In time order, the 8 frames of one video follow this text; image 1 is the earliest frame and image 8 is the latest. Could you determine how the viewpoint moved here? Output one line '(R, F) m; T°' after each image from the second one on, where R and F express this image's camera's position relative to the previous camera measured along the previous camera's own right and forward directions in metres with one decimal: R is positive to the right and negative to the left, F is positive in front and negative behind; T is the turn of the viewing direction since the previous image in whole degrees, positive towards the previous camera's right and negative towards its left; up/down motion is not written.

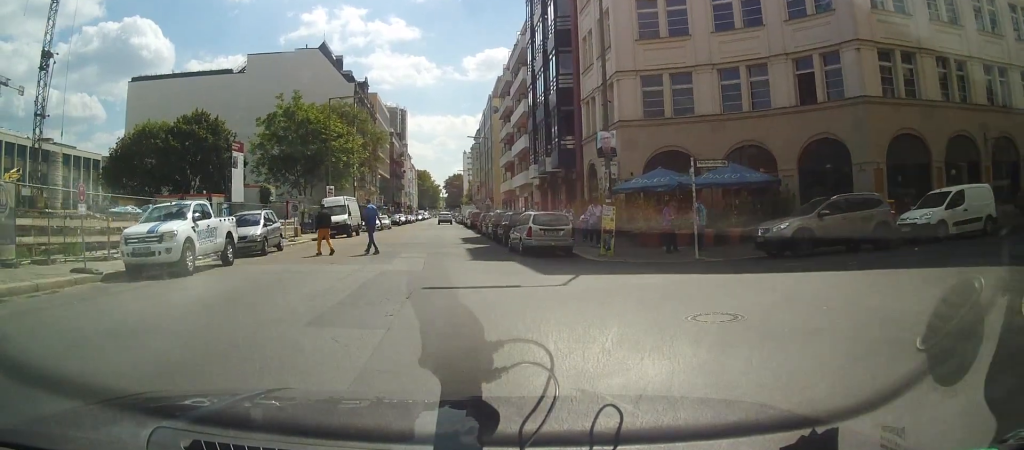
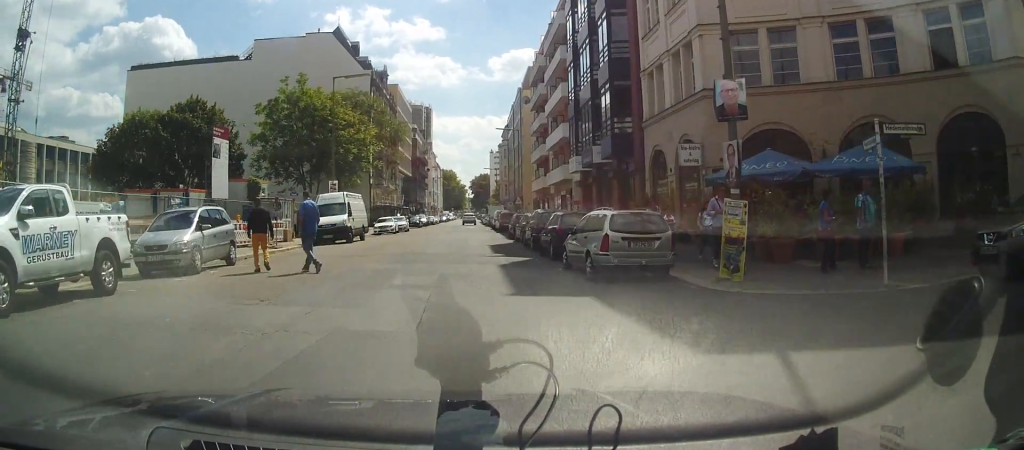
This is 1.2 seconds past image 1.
(-0.1, +7.3) m; -1°
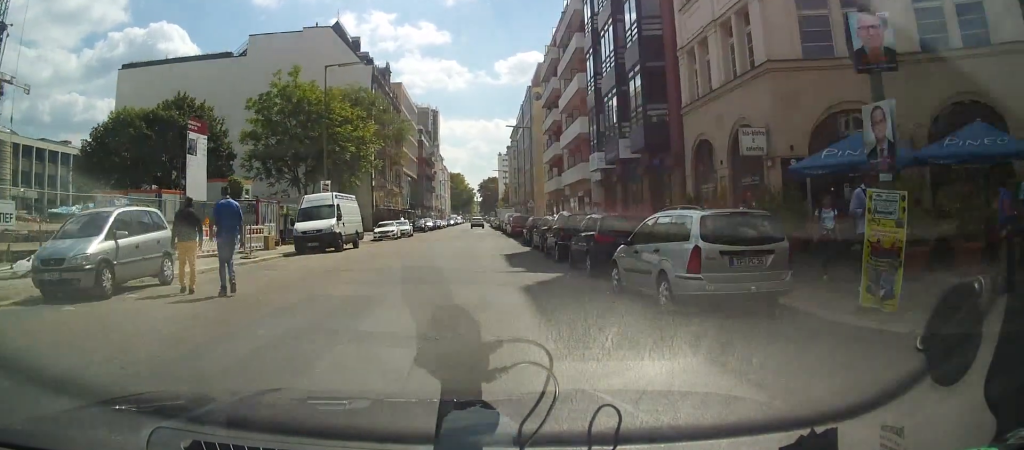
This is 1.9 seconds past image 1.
(0.0, +4.3) m; 0°
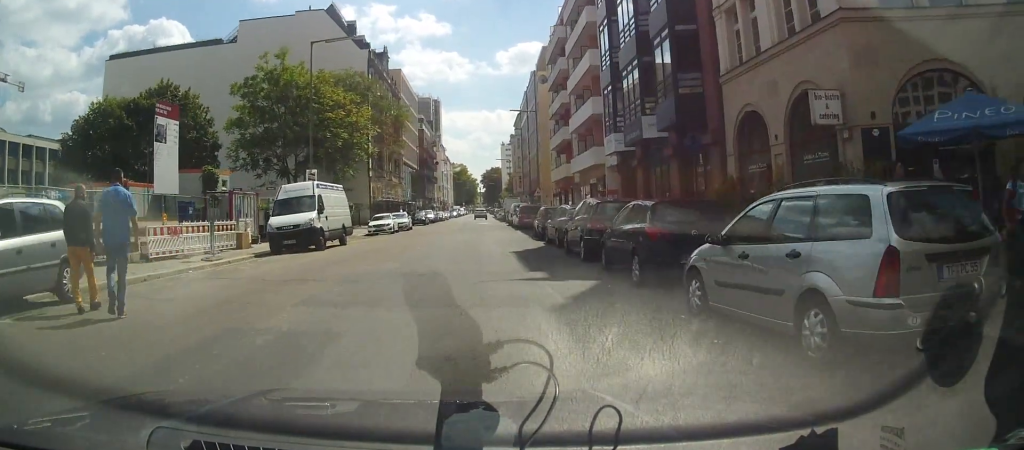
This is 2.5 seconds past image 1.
(0.0, +3.7) m; 0°
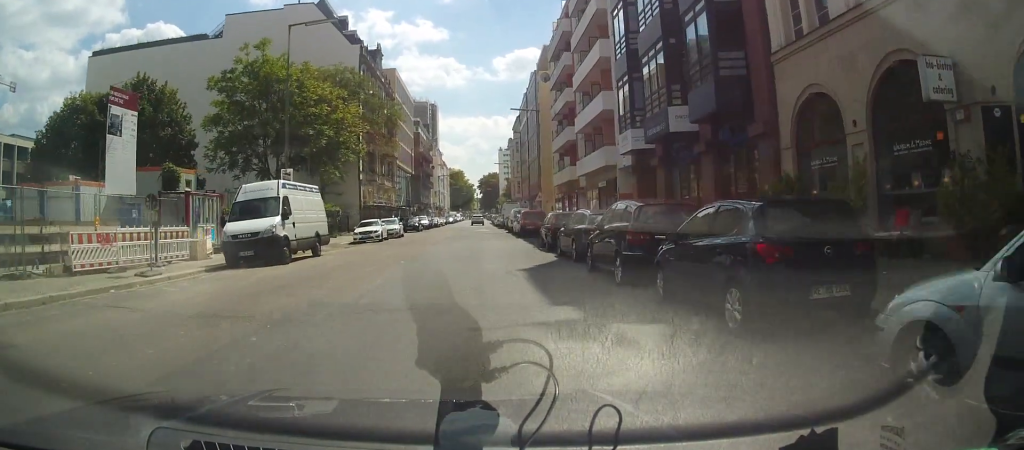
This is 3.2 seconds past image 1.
(0.0, +3.9) m; 0°
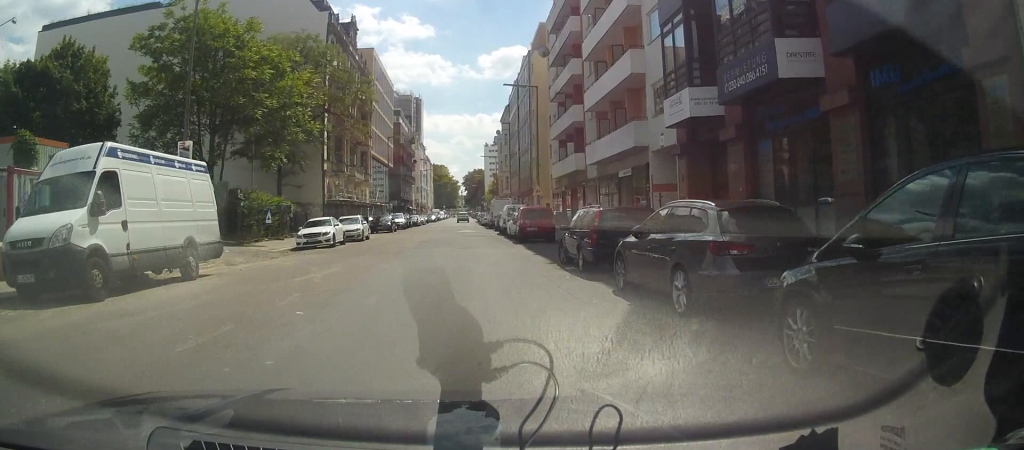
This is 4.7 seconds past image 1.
(0.0, +9.1) m; +1°
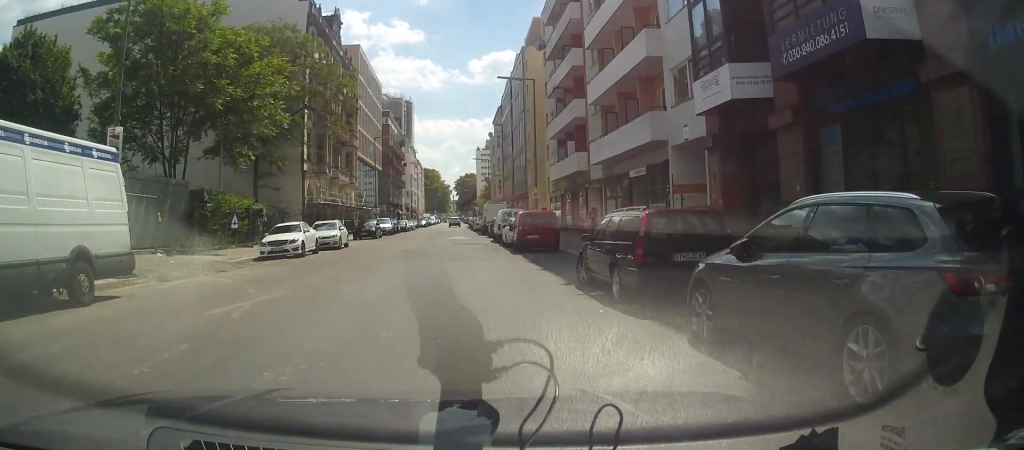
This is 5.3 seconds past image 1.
(0.0, +3.7) m; +2°
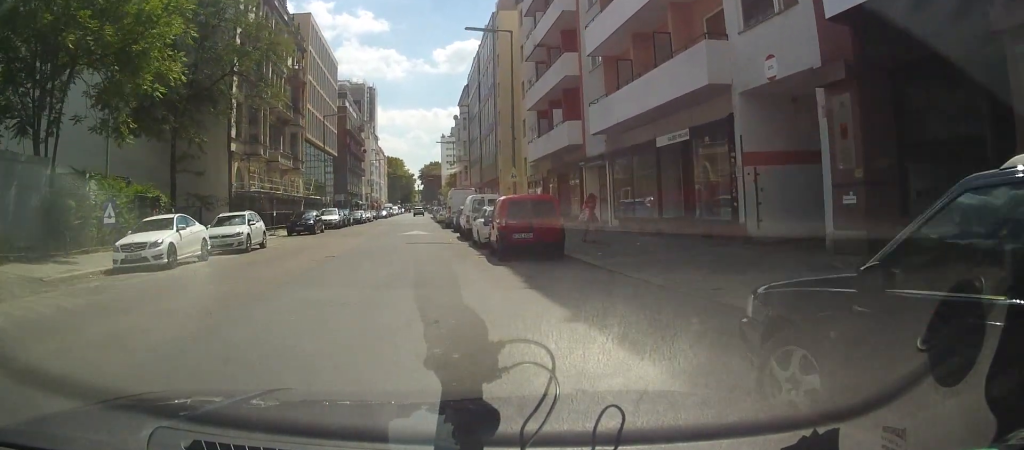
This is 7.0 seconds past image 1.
(+0.7, +8.3) m; +7°
